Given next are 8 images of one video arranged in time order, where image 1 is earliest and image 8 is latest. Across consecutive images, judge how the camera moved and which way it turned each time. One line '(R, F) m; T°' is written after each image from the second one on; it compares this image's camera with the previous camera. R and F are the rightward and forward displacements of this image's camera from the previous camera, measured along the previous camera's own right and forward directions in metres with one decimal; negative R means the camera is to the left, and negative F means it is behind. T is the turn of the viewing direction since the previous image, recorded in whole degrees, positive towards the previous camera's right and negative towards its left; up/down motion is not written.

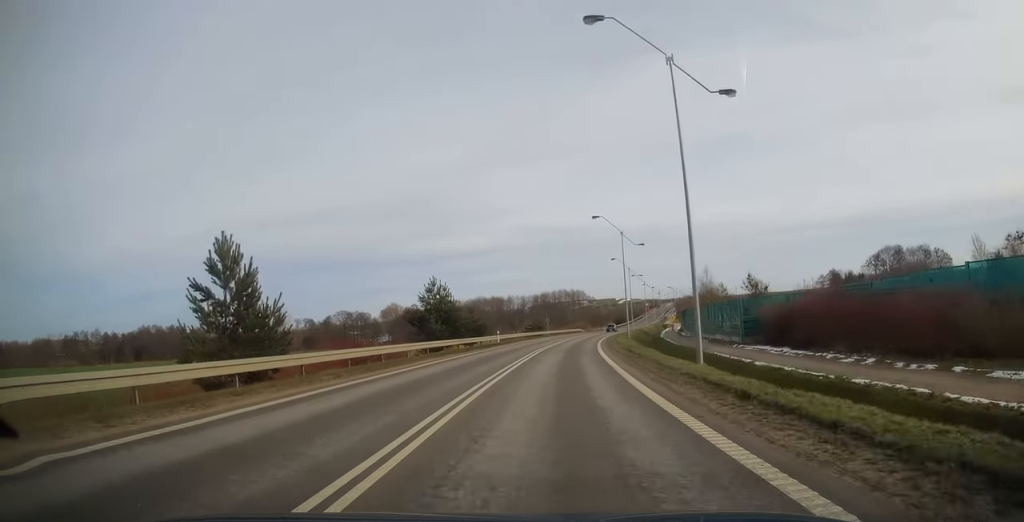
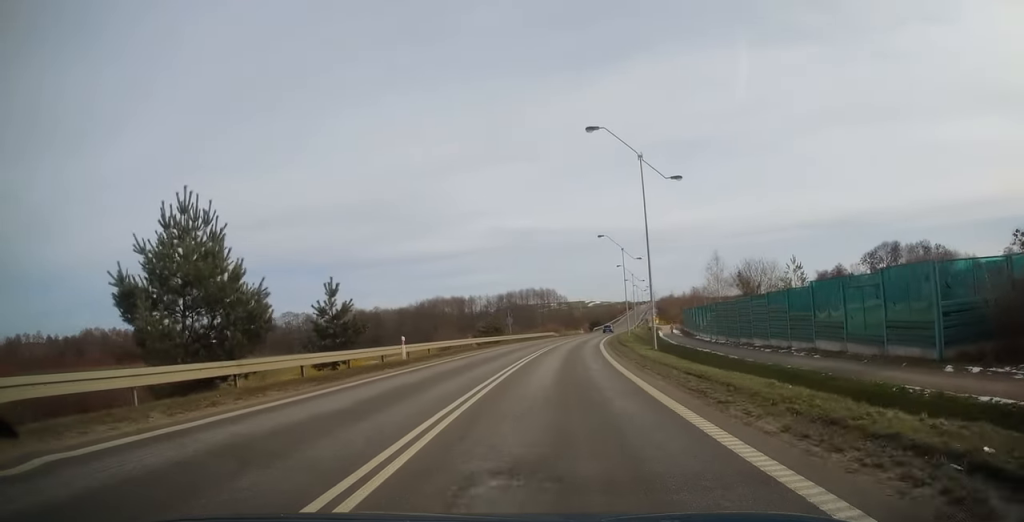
(+1.1, +27.5) m; +4°
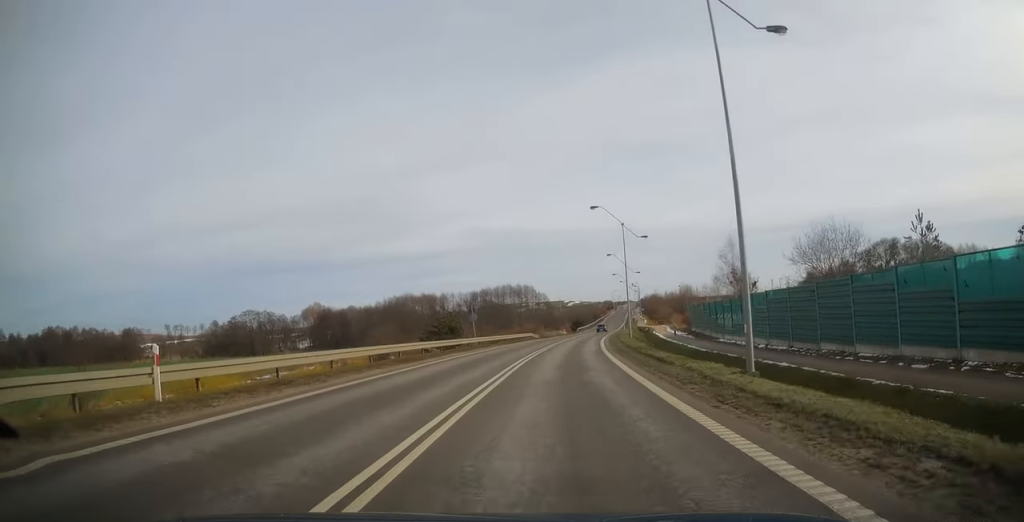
(+0.3, +17.3) m; +2°
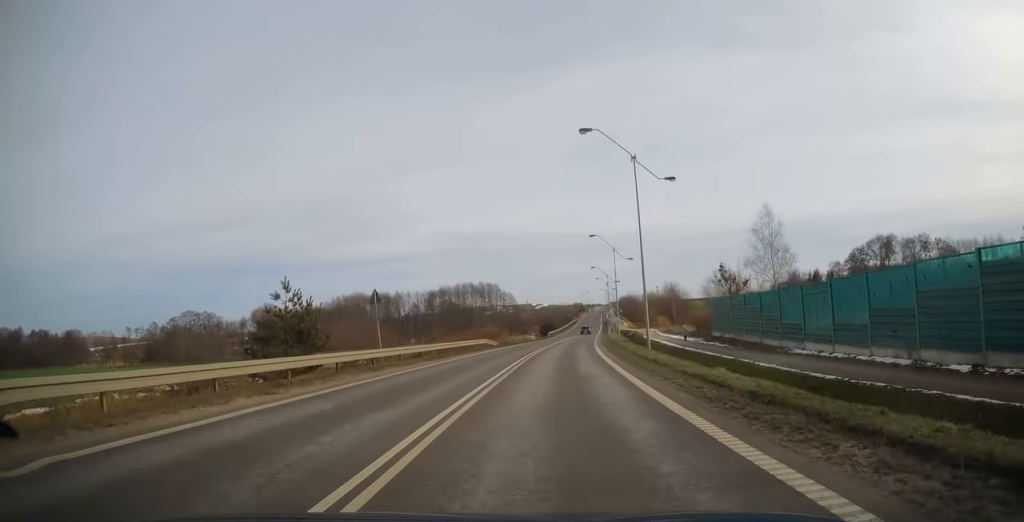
(+0.5, +22.6) m; +2°
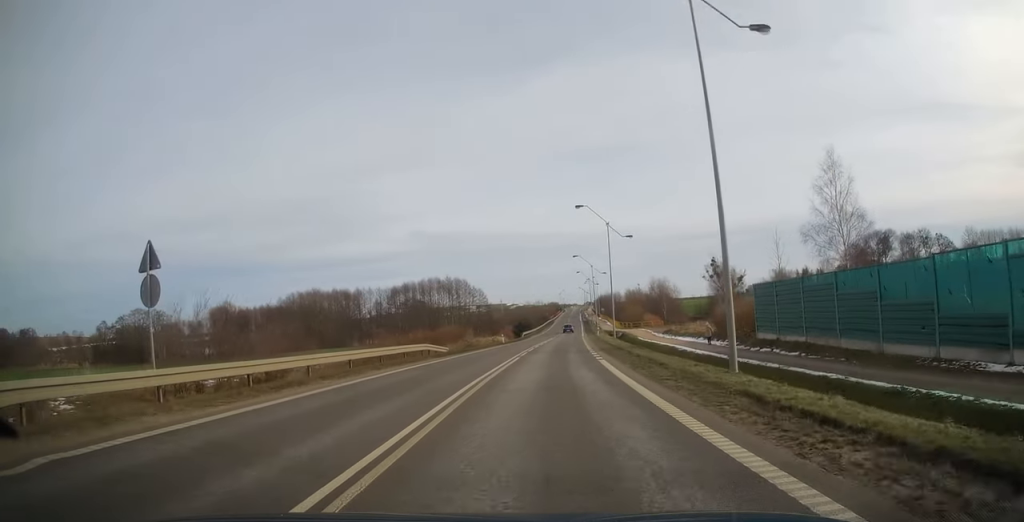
(+0.3, +17.5) m; +2°
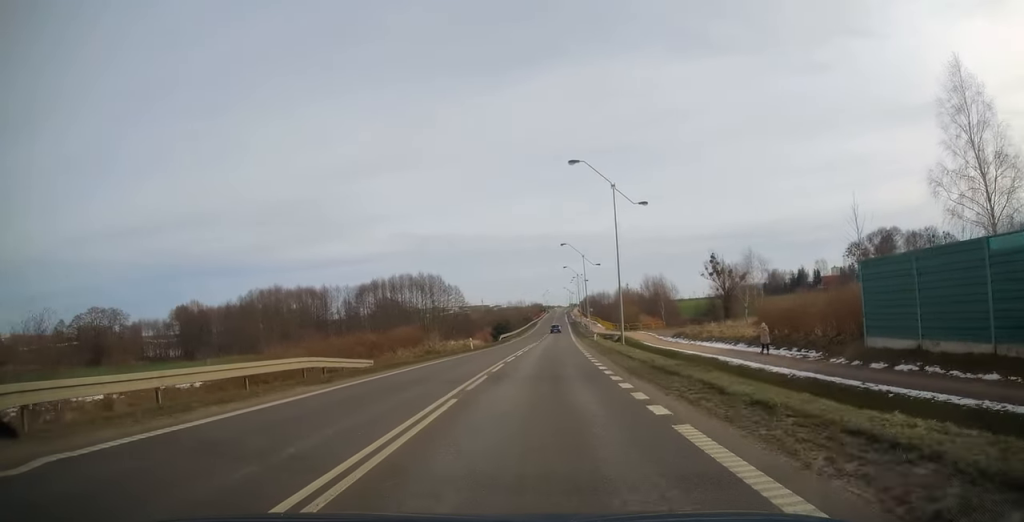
(+0.1, +15.6) m; +2°
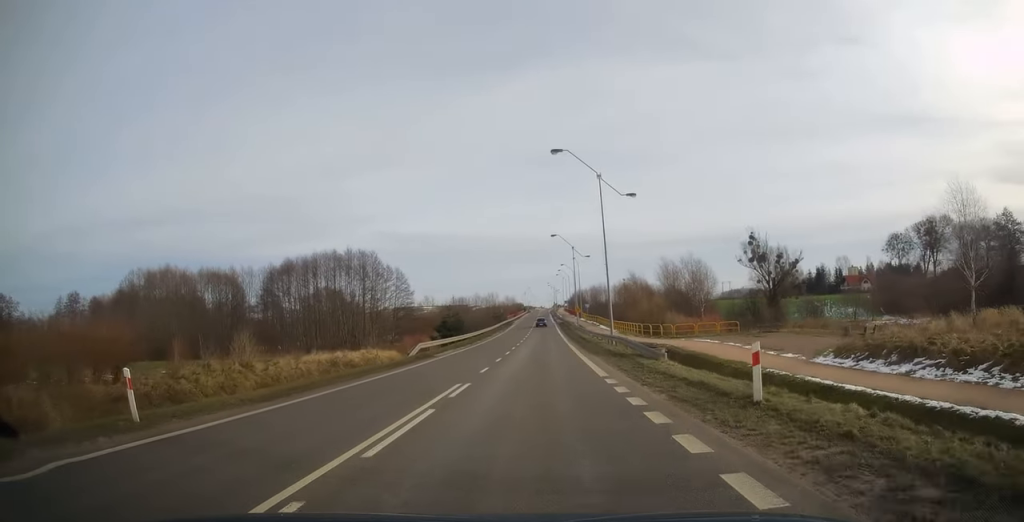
(+1.6, +42.9) m; +3°
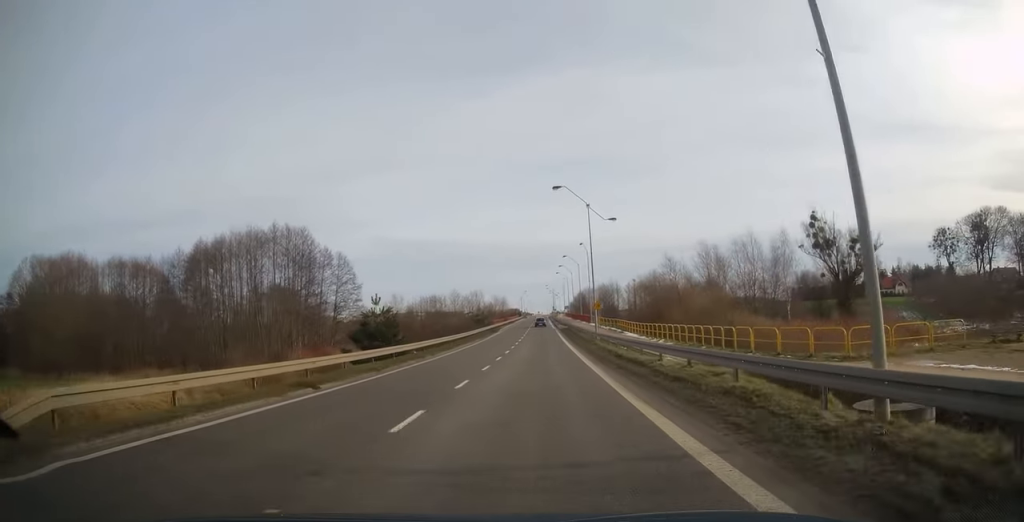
(+0.6, +29.1) m; +1°
